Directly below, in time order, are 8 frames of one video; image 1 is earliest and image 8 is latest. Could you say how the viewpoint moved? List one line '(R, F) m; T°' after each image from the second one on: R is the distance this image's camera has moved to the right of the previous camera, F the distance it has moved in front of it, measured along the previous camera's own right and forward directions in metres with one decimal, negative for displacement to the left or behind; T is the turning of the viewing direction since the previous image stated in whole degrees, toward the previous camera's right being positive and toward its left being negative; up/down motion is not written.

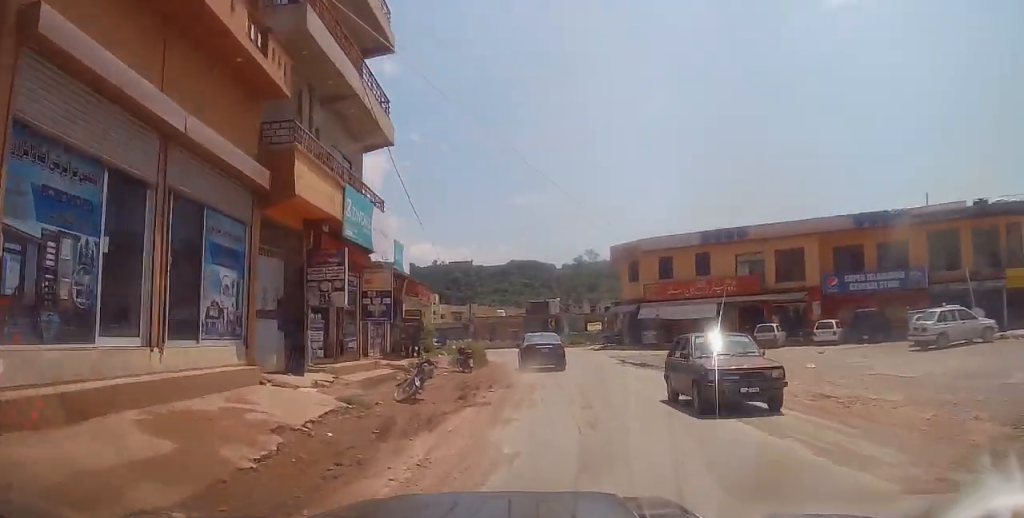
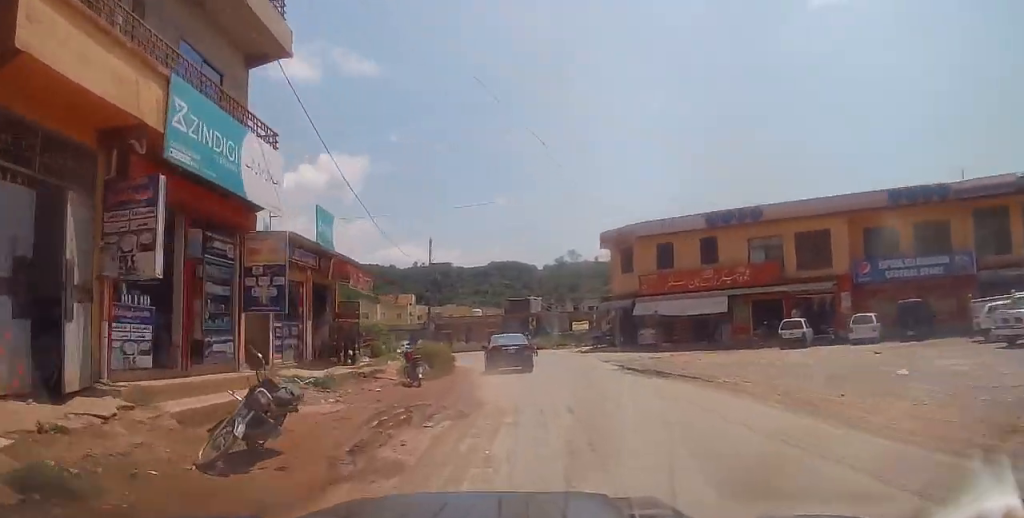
(-0.1, +6.6) m; +1°
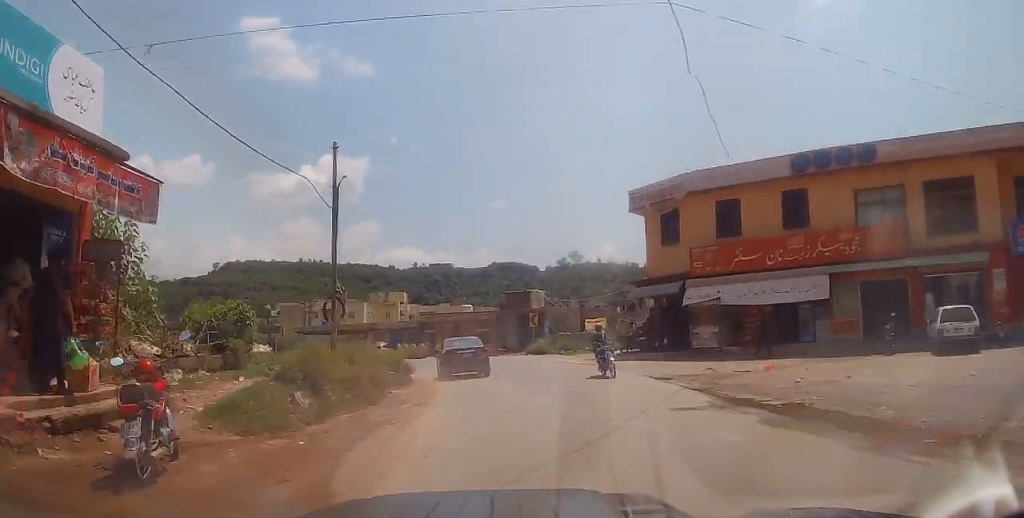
(+0.4, +12.4) m; +1°
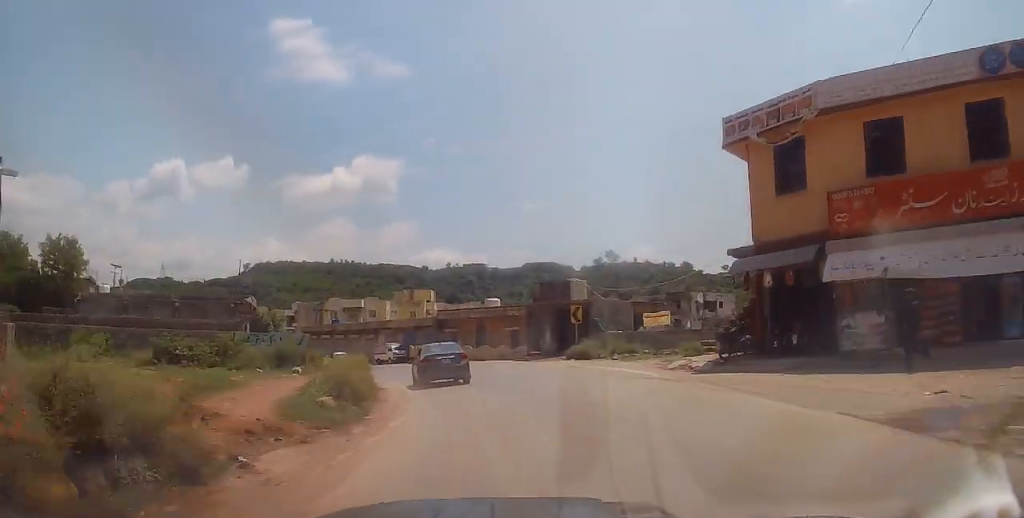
(-0.1, +10.1) m; -3°
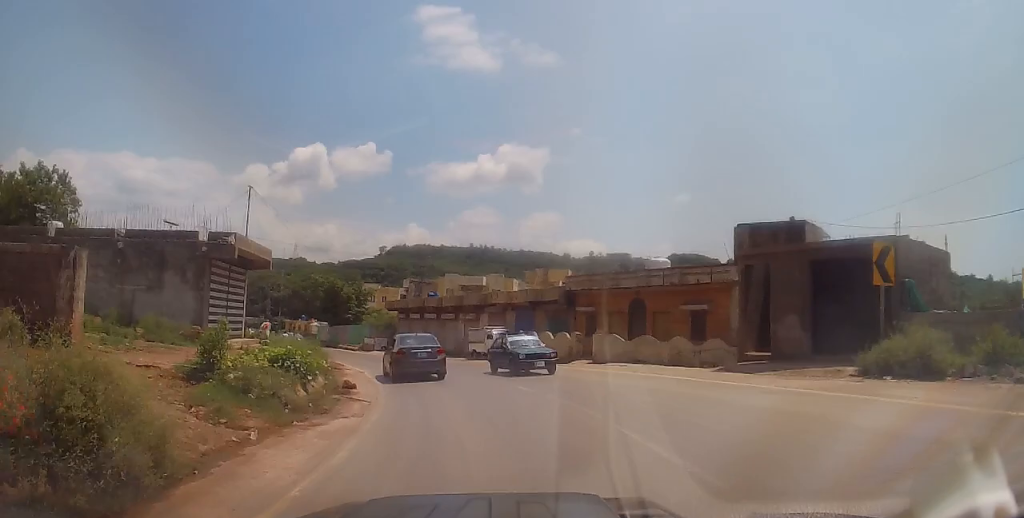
(-2.1, +20.5) m; -12°
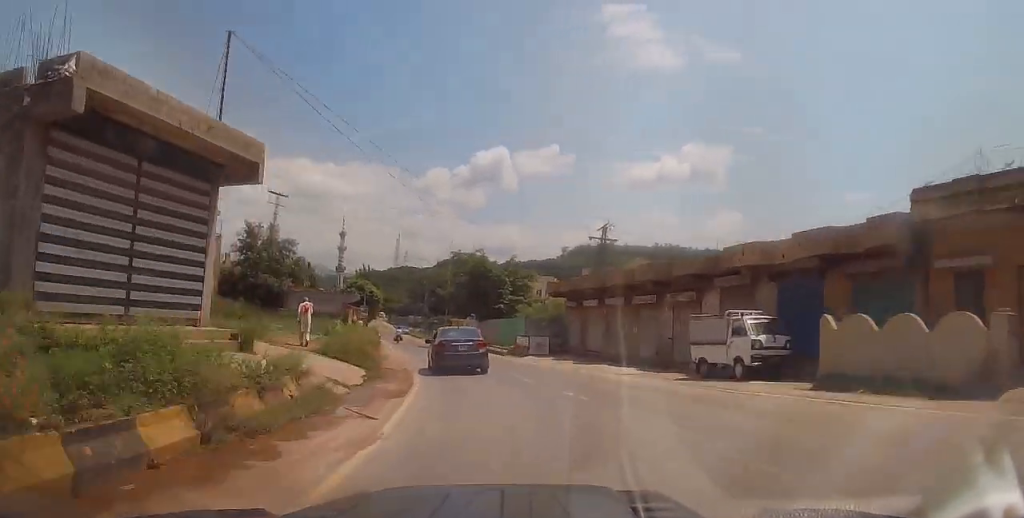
(-1.8, +18.1) m; -12°
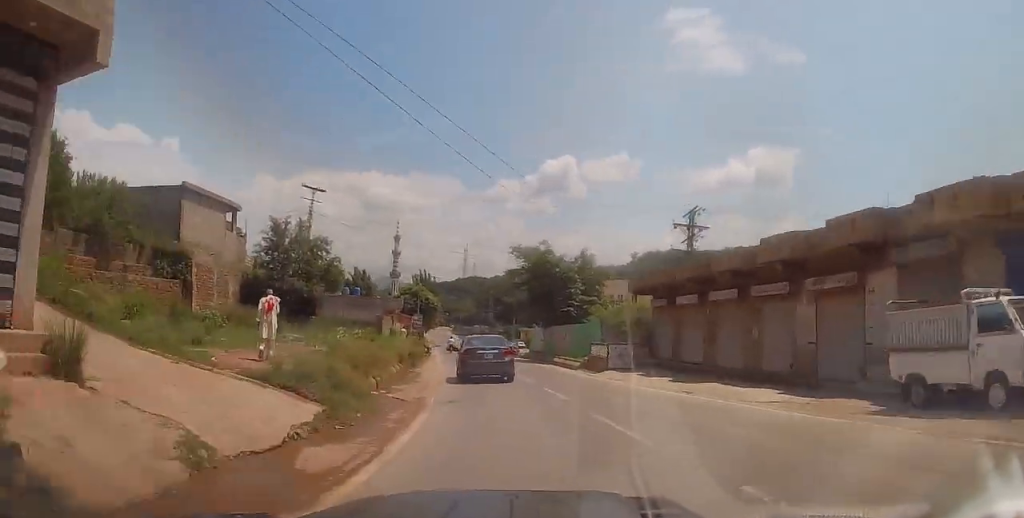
(-0.2, +7.8) m; -6°
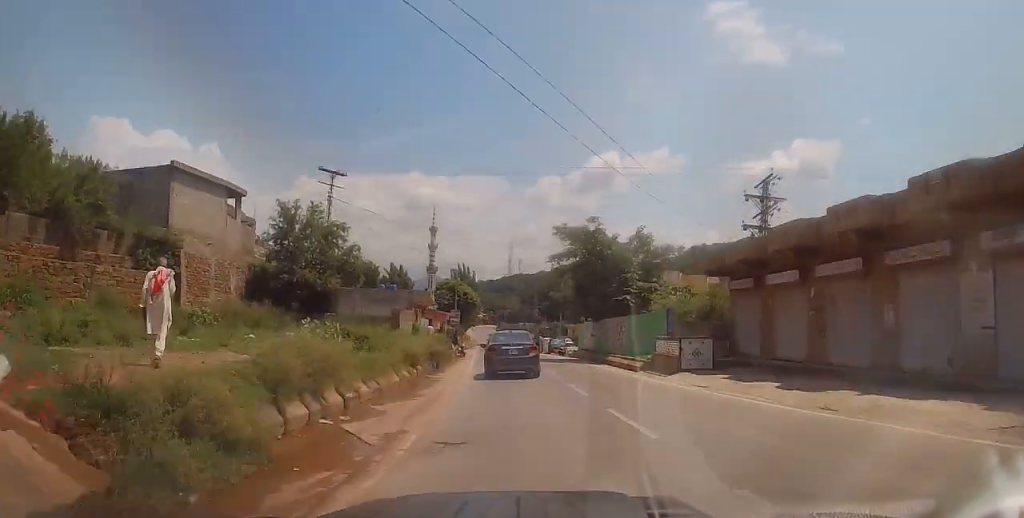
(-0.5, +6.0) m; -5°
